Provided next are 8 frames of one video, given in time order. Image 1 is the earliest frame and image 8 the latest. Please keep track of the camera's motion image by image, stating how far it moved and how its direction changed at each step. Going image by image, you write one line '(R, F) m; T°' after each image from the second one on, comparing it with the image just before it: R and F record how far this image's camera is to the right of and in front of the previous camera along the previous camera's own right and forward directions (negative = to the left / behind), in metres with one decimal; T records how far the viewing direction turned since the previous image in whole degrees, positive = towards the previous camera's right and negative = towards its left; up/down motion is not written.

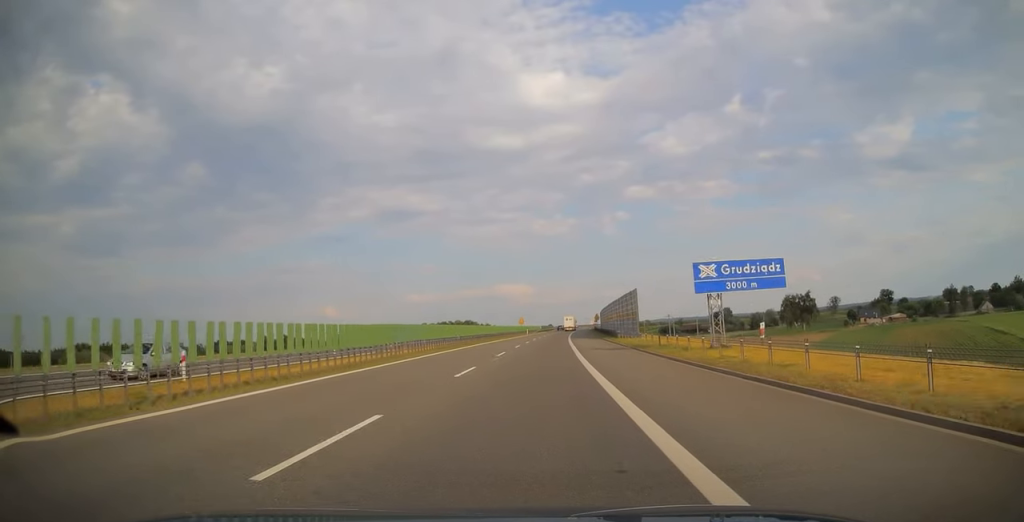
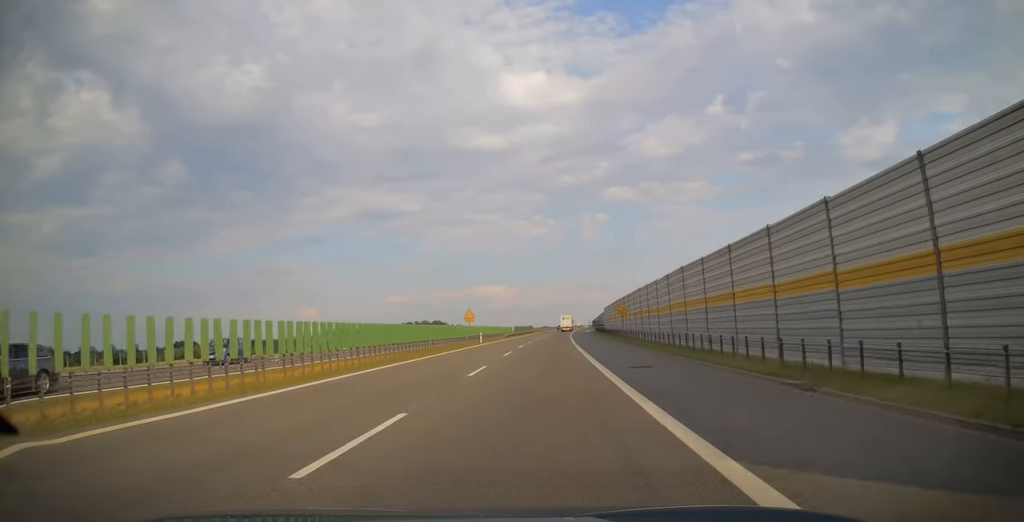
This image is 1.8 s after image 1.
(+1.0, +59.7) m; +2°
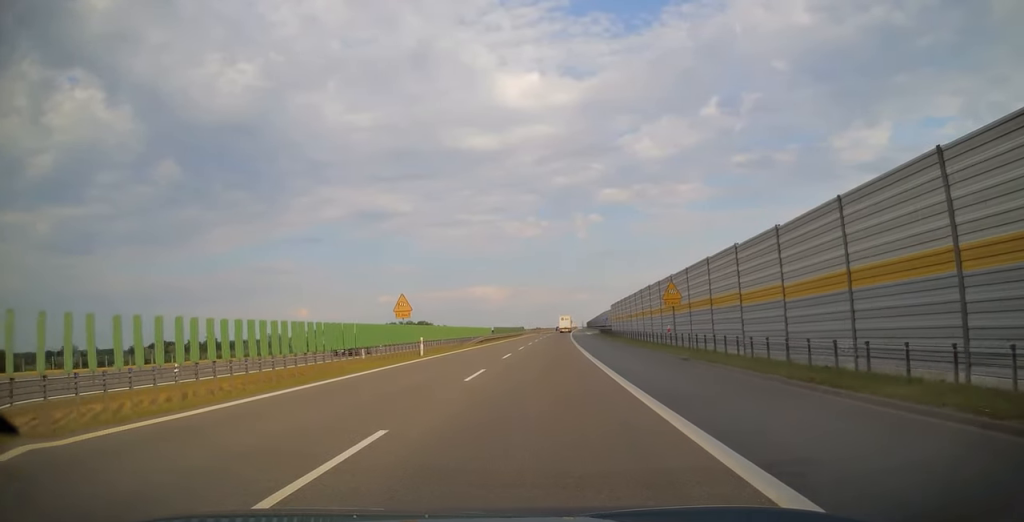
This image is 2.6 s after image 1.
(+0.1, +25.5) m; +1°
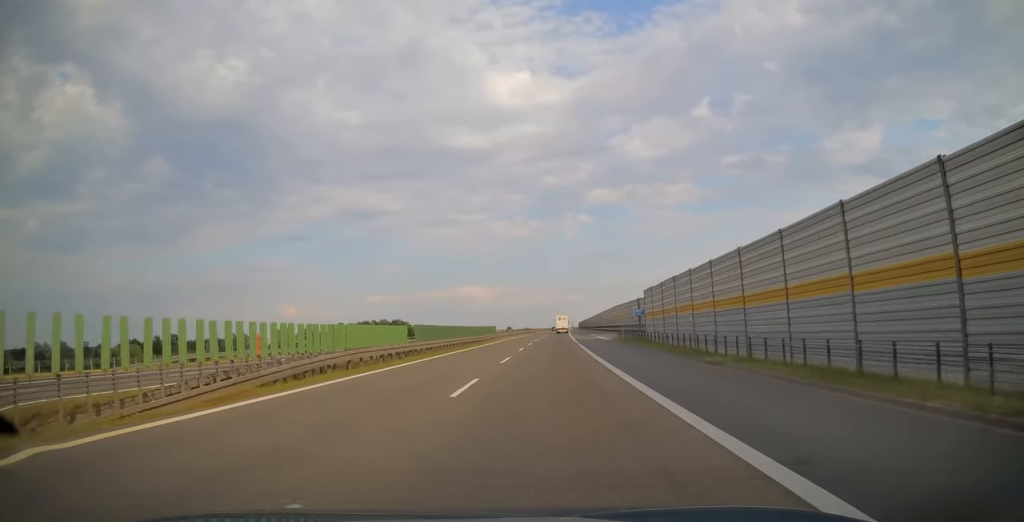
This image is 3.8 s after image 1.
(+0.6, +39.7) m; +1°
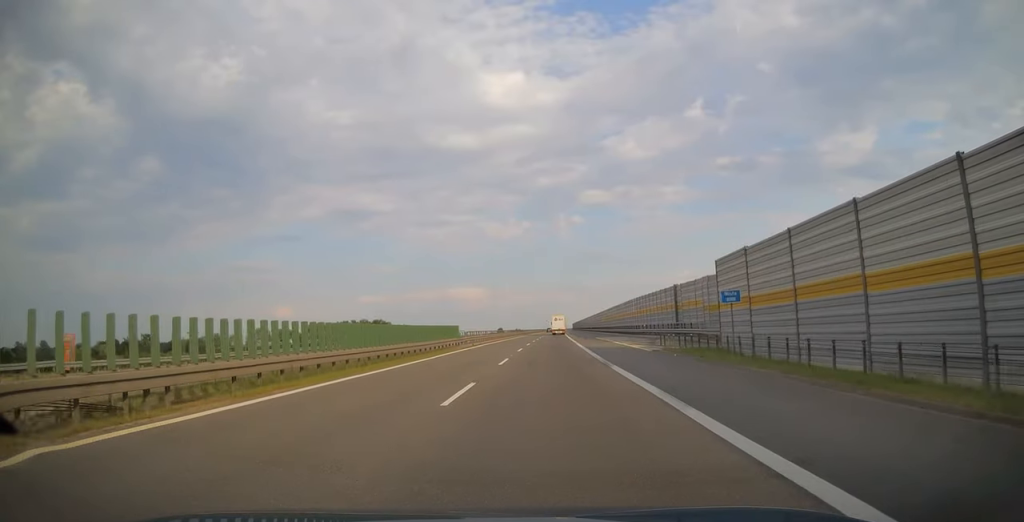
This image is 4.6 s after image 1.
(0.0, +25.5) m; 0°
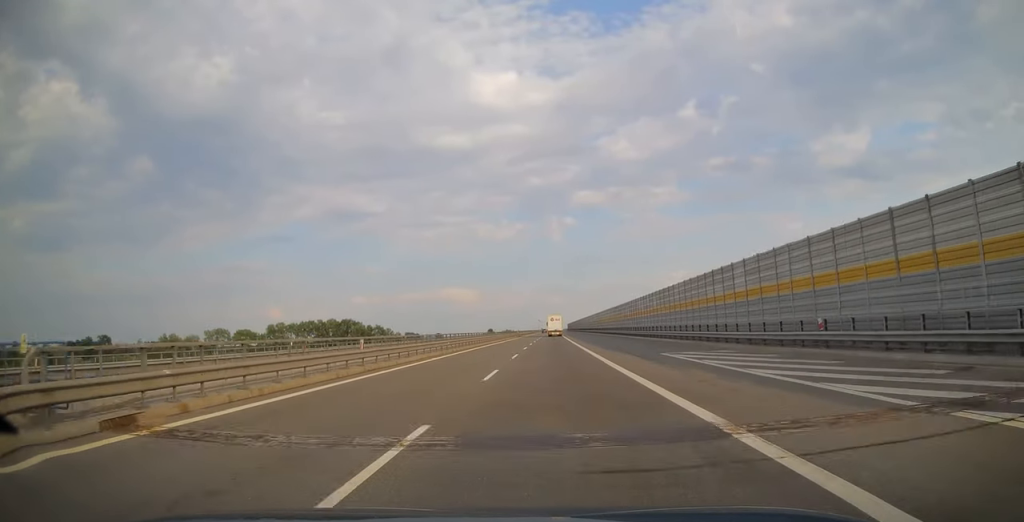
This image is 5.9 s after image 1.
(+0.5, +42.3) m; +1°
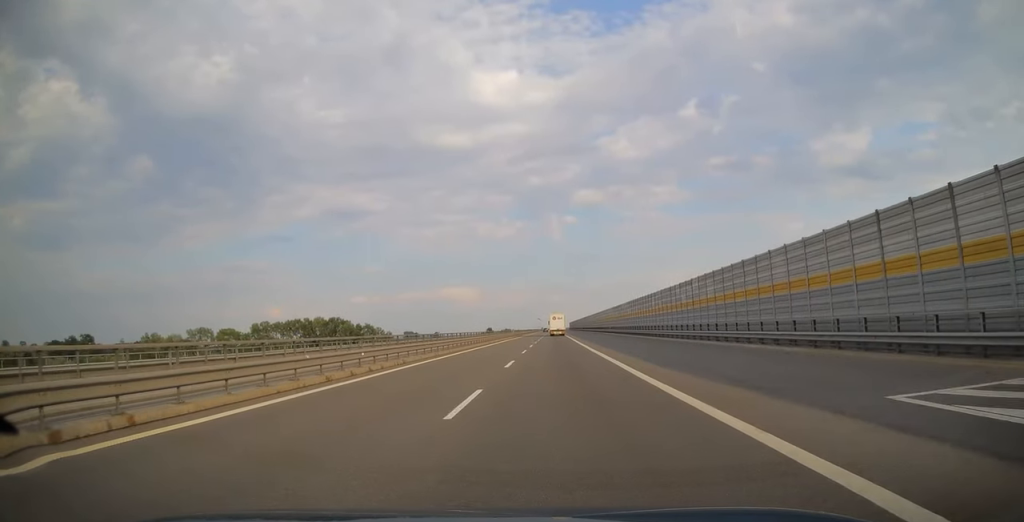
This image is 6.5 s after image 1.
(+0.1, +19.0) m; 0°
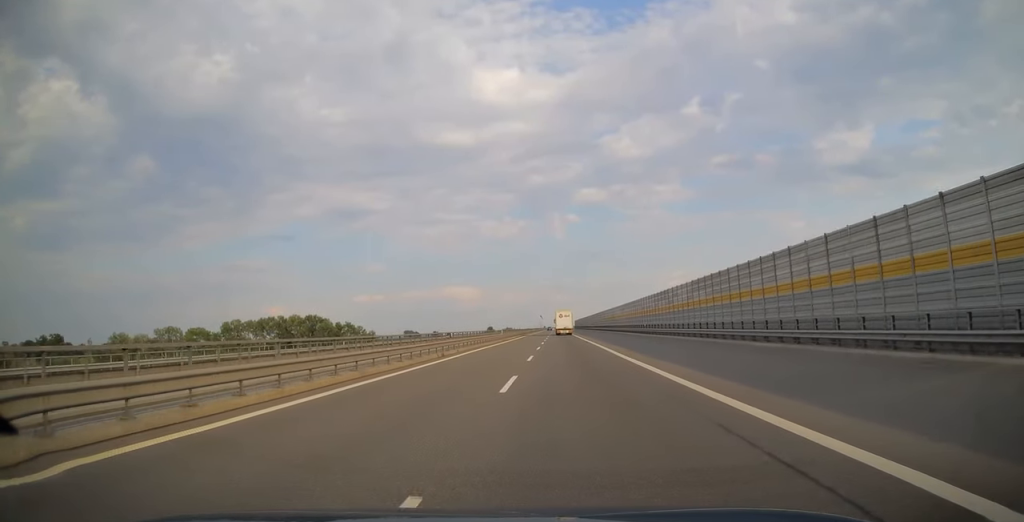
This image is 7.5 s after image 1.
(0.0, +32.6) m; 0°
